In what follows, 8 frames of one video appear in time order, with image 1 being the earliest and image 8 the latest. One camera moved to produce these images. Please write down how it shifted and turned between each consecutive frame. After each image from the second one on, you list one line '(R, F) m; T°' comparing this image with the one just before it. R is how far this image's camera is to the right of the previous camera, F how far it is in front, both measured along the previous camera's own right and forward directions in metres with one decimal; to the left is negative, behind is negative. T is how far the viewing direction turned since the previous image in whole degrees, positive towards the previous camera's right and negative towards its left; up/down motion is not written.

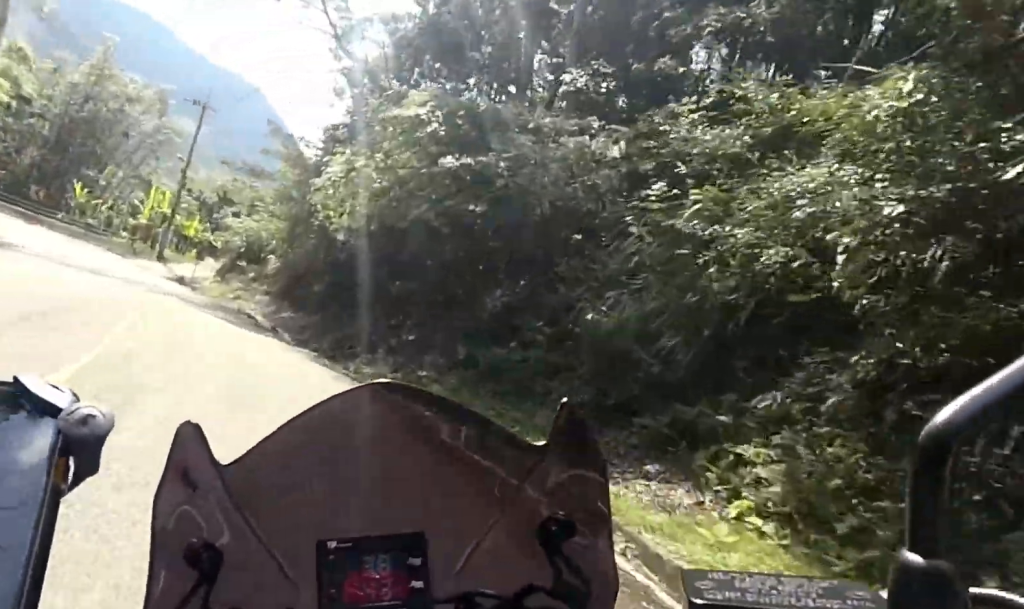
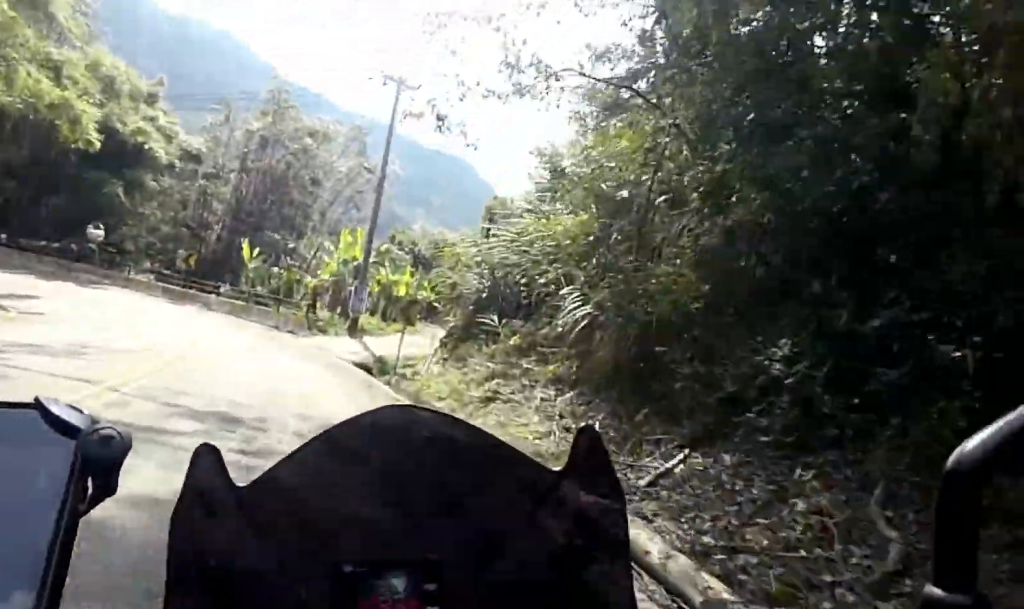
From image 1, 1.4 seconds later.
(-0.9, +15.4) m; -22°
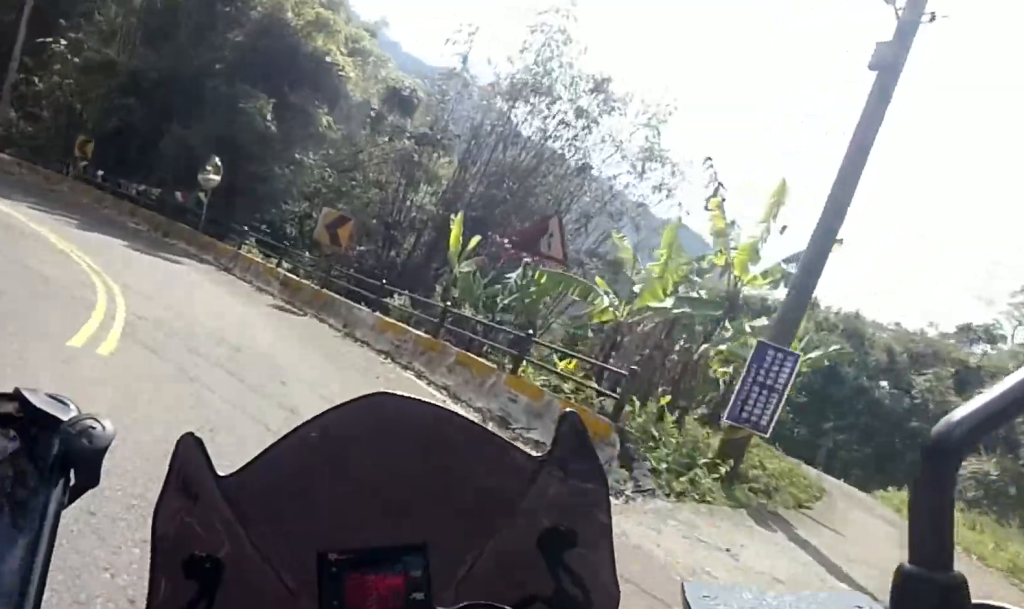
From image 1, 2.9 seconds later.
(-4.2, +13.4) m; -16°
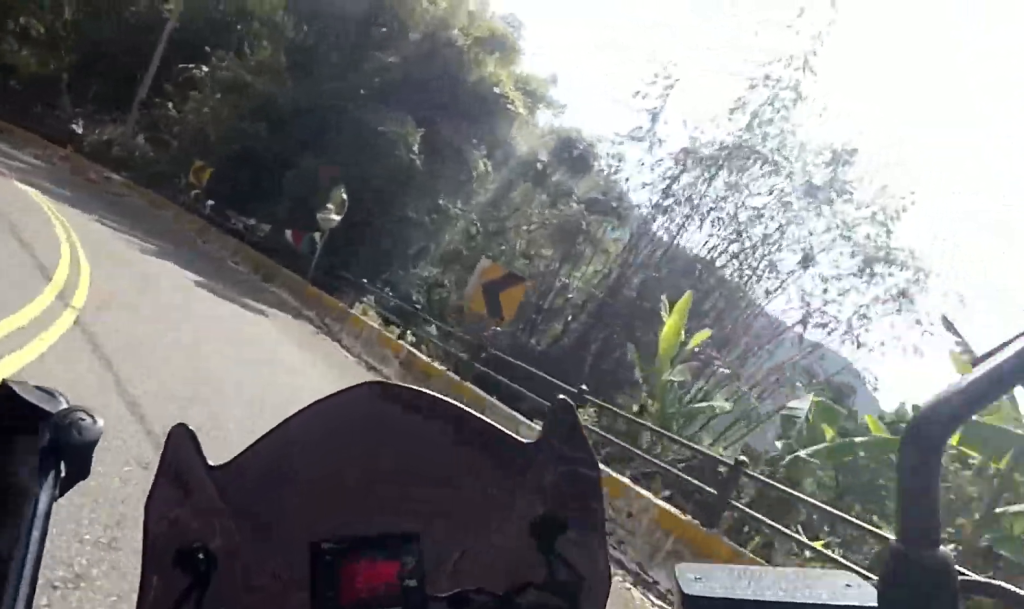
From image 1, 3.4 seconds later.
(+0.1, +4.7) m; +1°
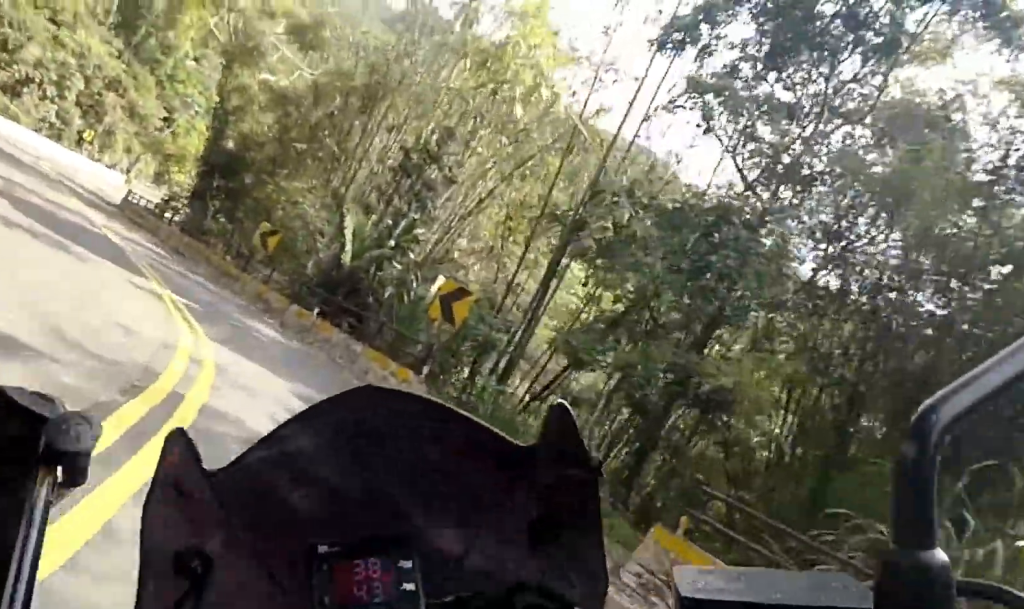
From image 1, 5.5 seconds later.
(-1.8, +21.0) m; -44°
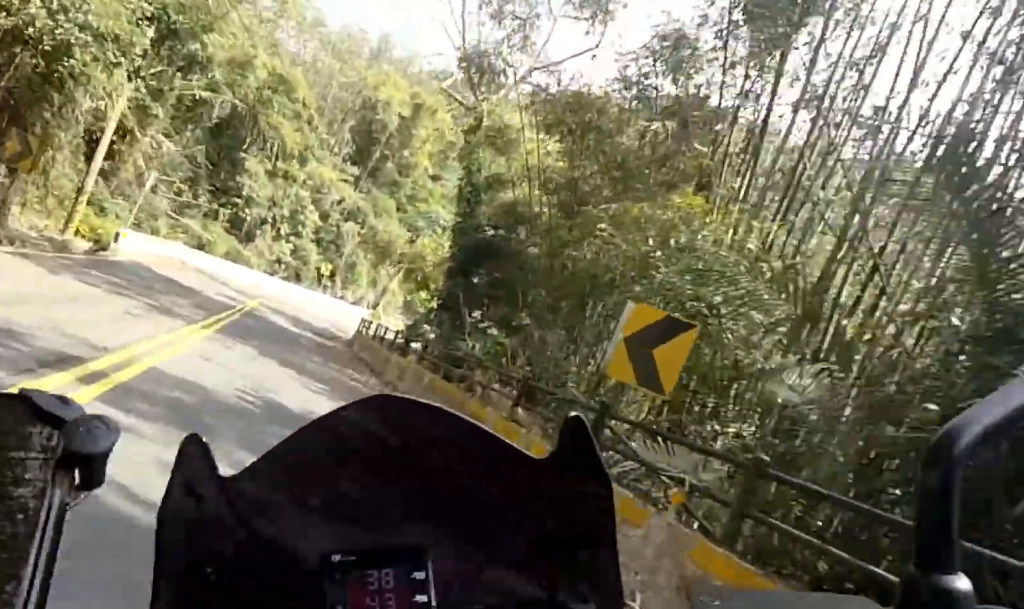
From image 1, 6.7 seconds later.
(-7.3, +10.5) m; -51°
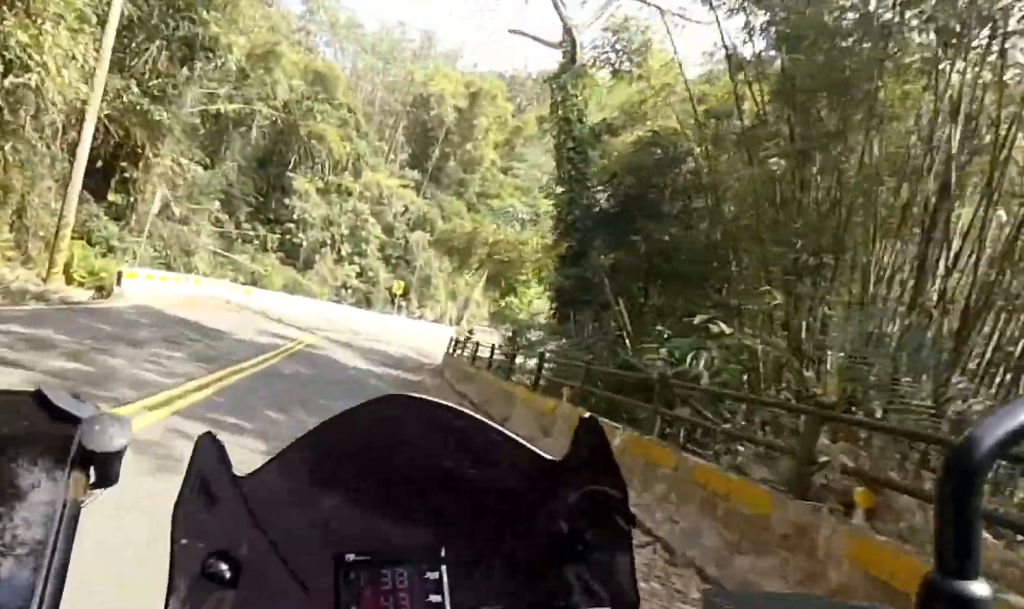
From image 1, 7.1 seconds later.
(-1.4, +6.4) m; -8°
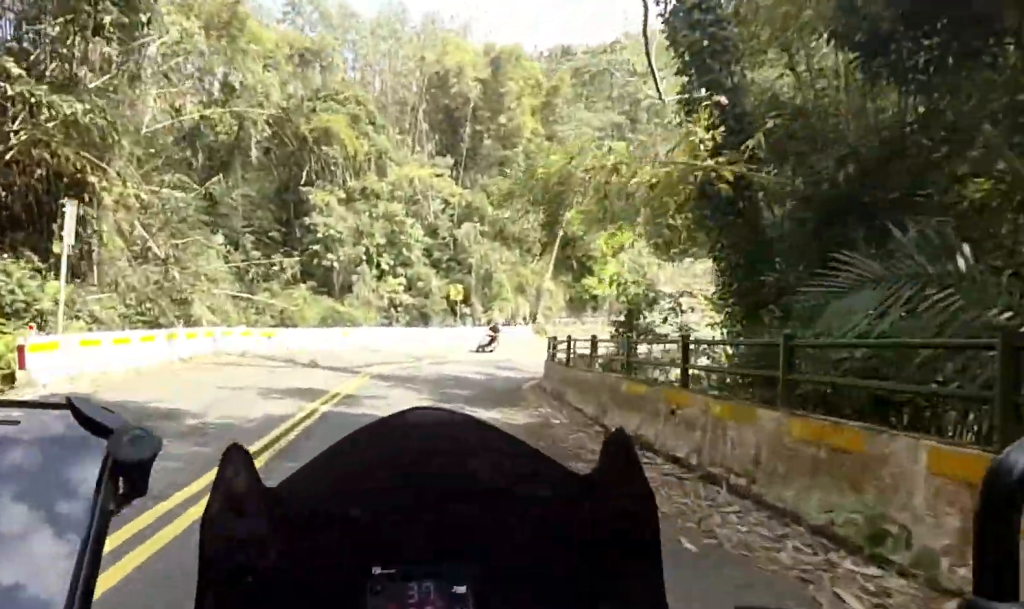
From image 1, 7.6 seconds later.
(-0.6, +7.6) m; -5°
